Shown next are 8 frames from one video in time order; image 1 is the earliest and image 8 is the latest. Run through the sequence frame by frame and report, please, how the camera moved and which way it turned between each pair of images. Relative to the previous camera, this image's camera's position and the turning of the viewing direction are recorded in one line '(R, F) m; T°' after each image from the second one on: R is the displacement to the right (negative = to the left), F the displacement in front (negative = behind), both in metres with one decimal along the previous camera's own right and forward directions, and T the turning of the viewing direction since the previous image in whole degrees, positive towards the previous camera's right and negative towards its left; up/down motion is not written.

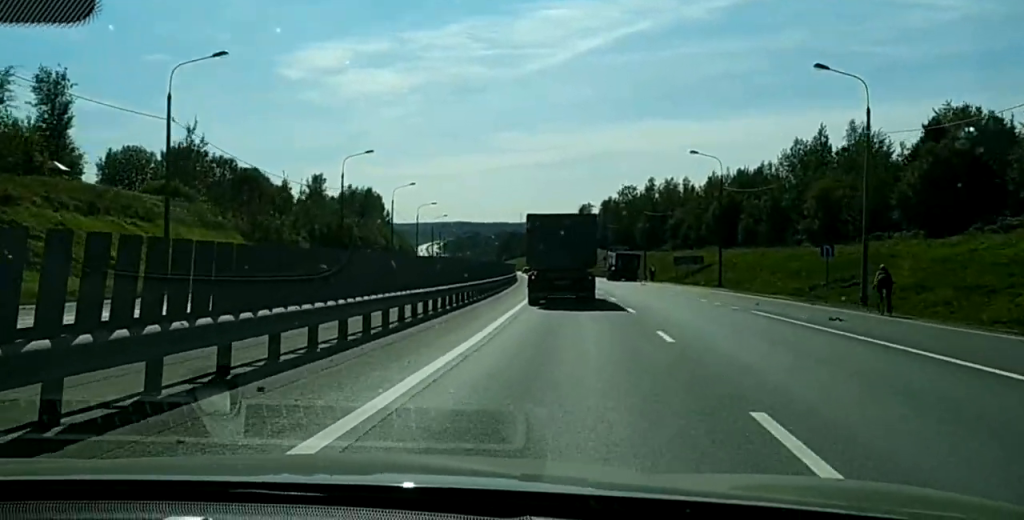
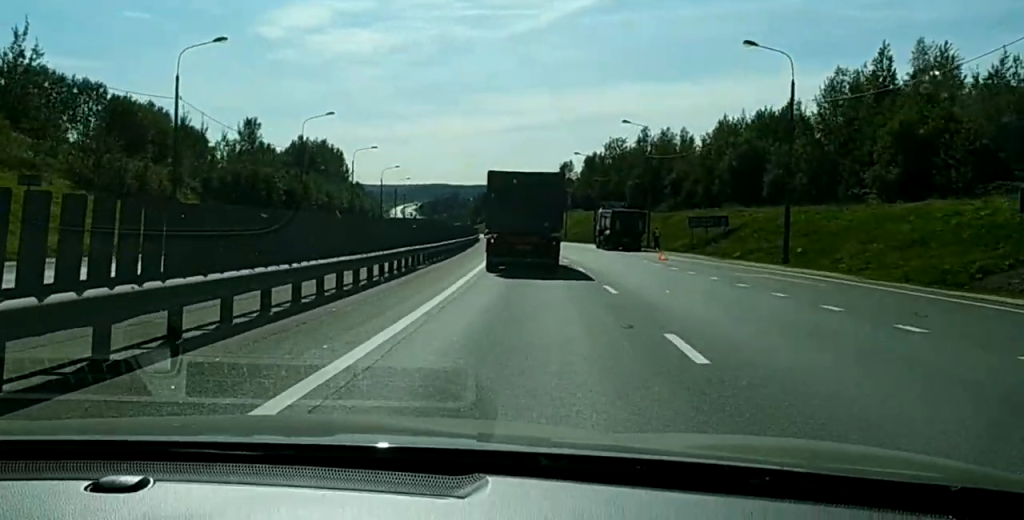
(-0.2, +39.5) m; -1°
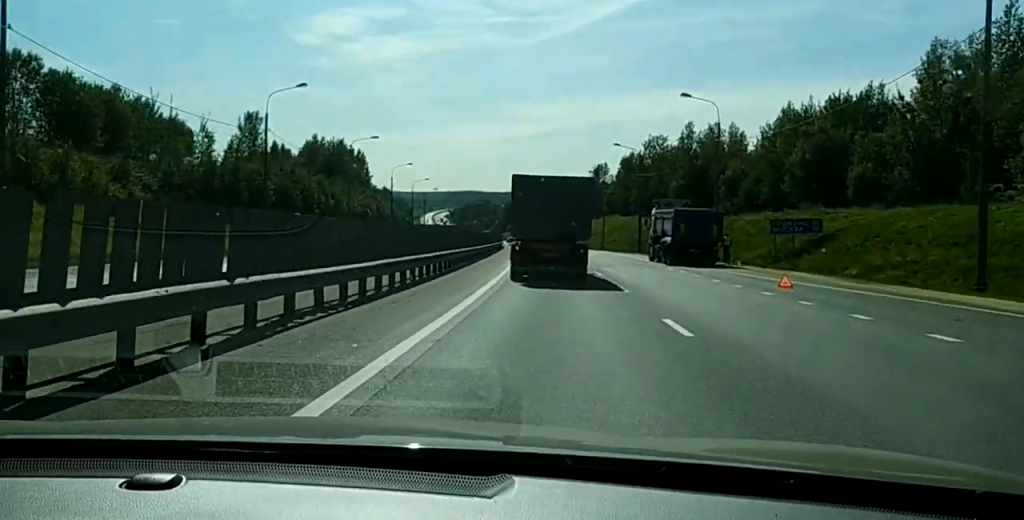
(-0.2, +25.1) m; -1°
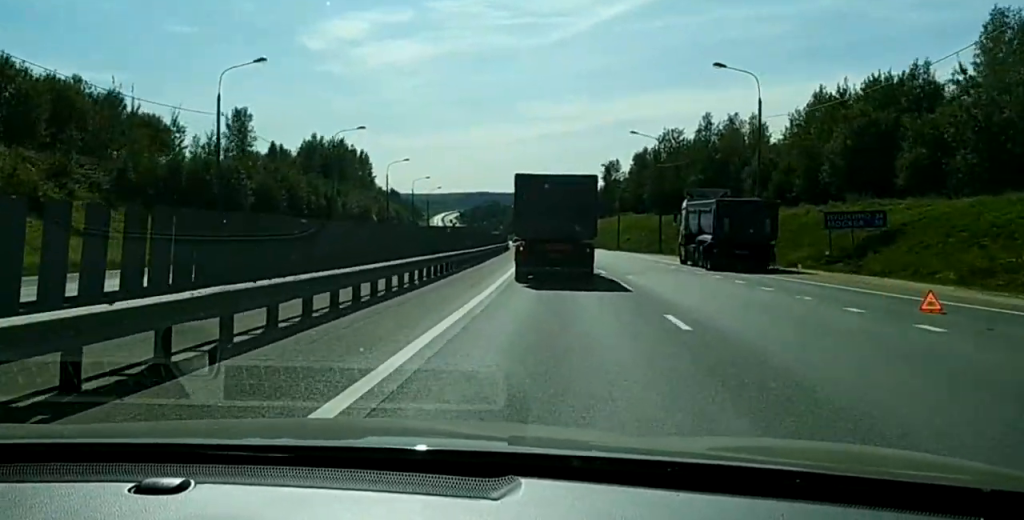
(-0.1, +12.7) m; -1°
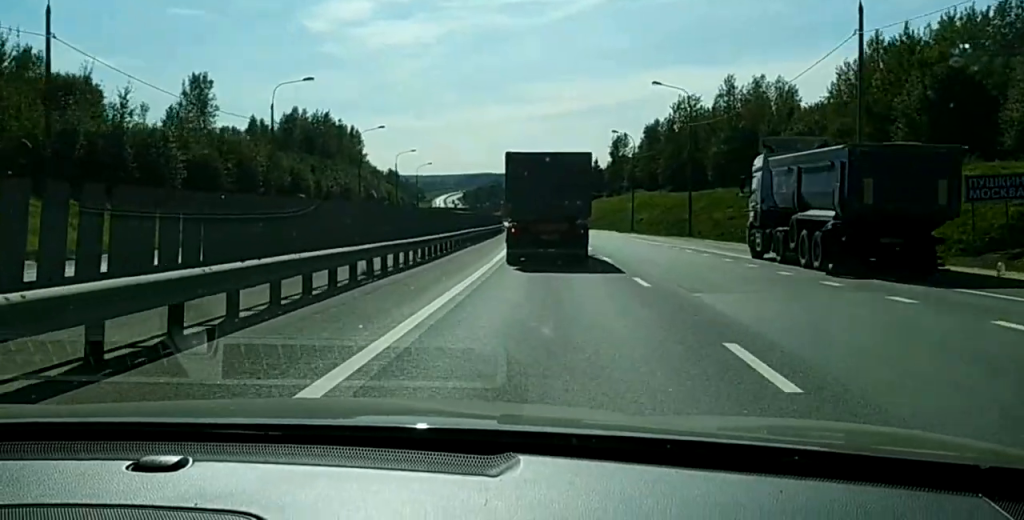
(-0.1, +20.8) m; -1°
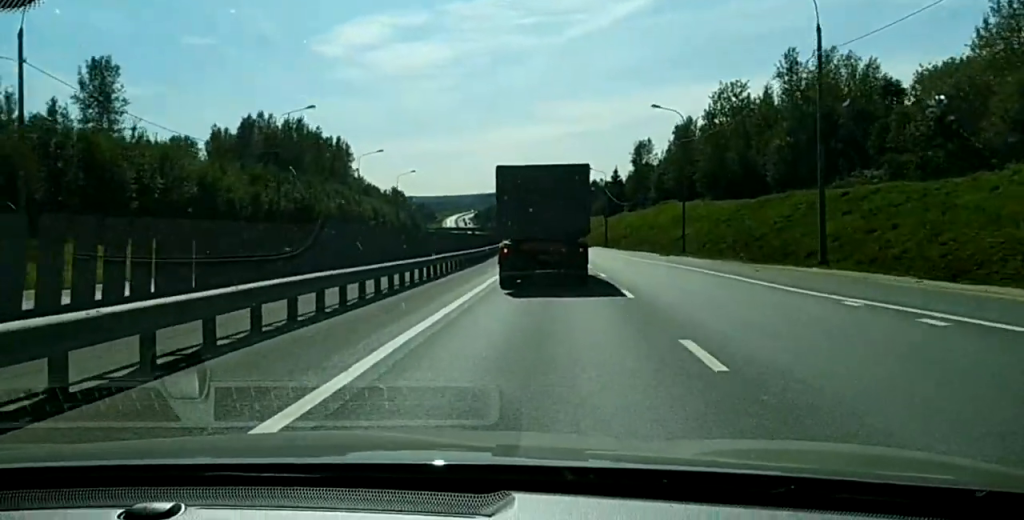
(-0.3, +32.7) m; 0°
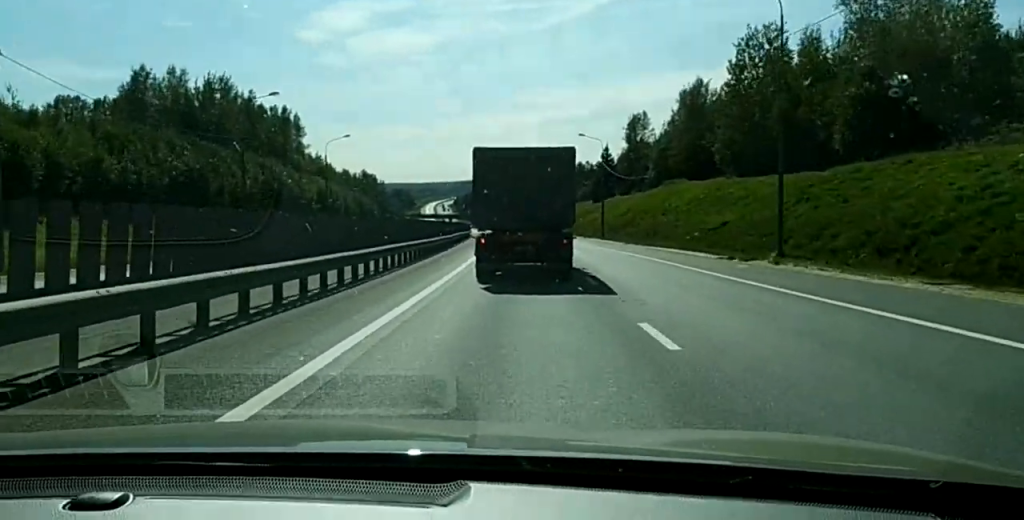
(-0.2, +32.9) m; -1°
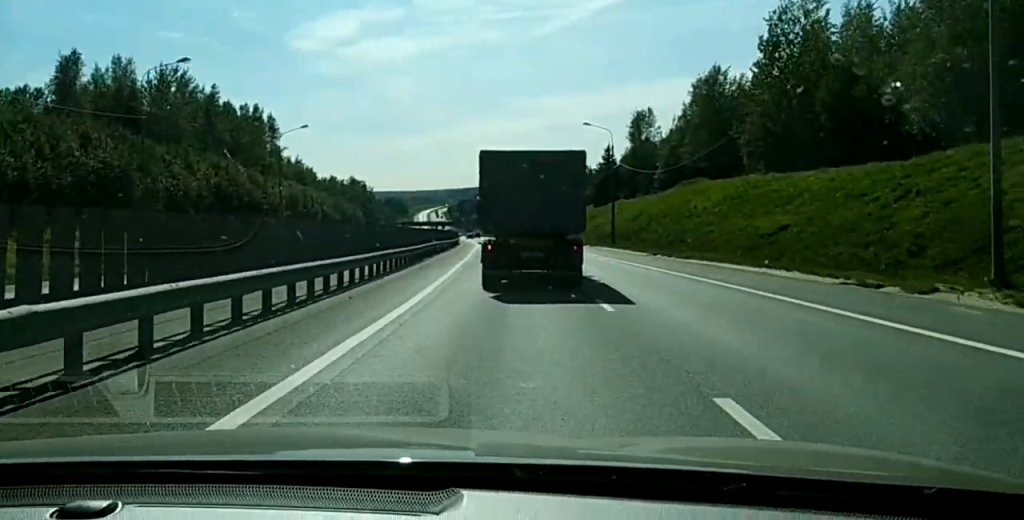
(-0.2, +16.6) m; -1°
